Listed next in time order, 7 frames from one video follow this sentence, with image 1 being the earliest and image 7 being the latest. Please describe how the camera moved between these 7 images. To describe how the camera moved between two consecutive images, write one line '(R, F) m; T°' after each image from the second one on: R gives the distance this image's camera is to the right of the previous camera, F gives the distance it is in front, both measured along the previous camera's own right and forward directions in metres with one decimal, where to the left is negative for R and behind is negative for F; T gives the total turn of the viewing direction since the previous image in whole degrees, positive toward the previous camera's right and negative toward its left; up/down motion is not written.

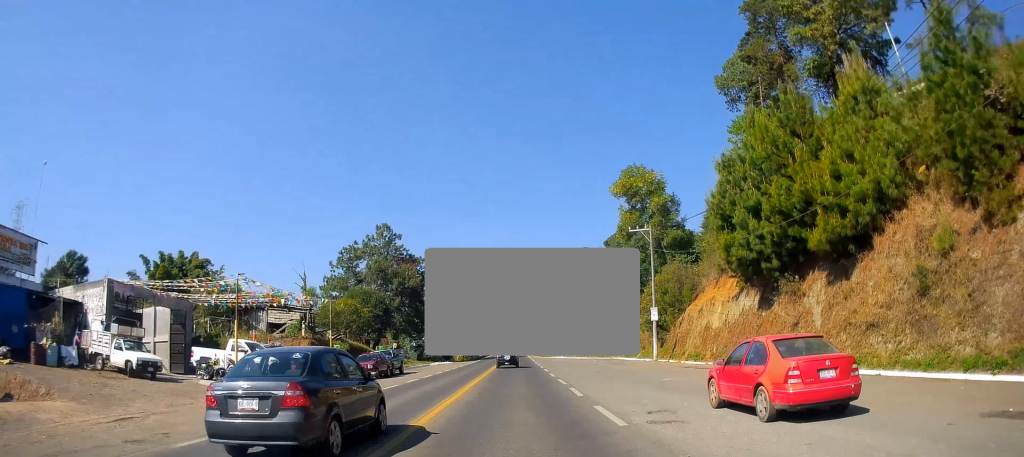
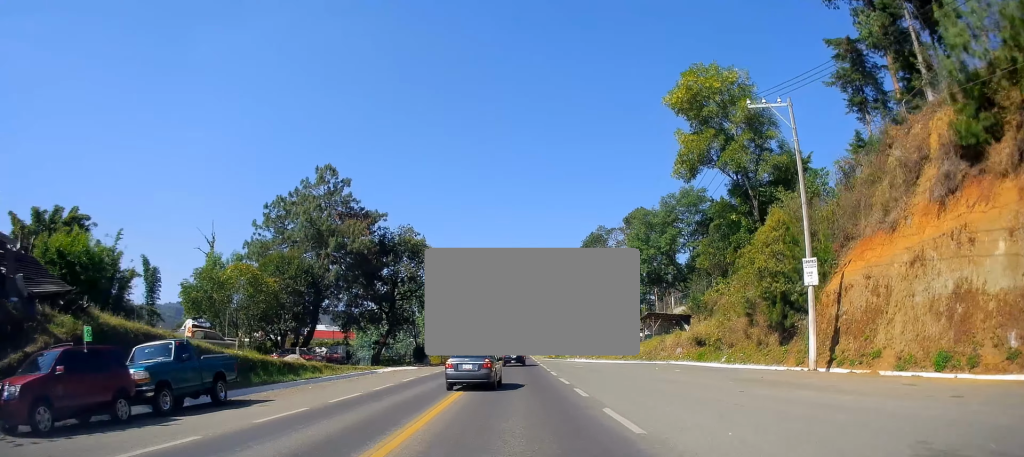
(0.0, +27.3) m; 0°
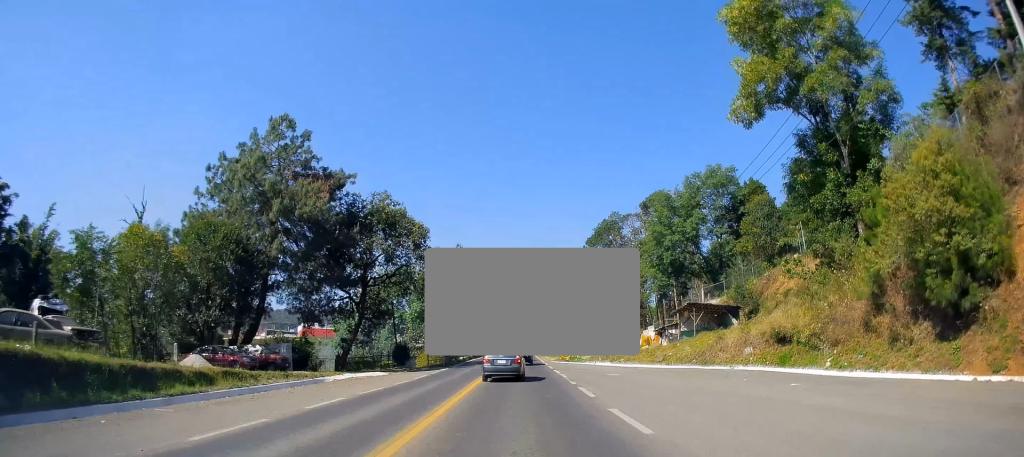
(0.0, +13.7) m; 0°
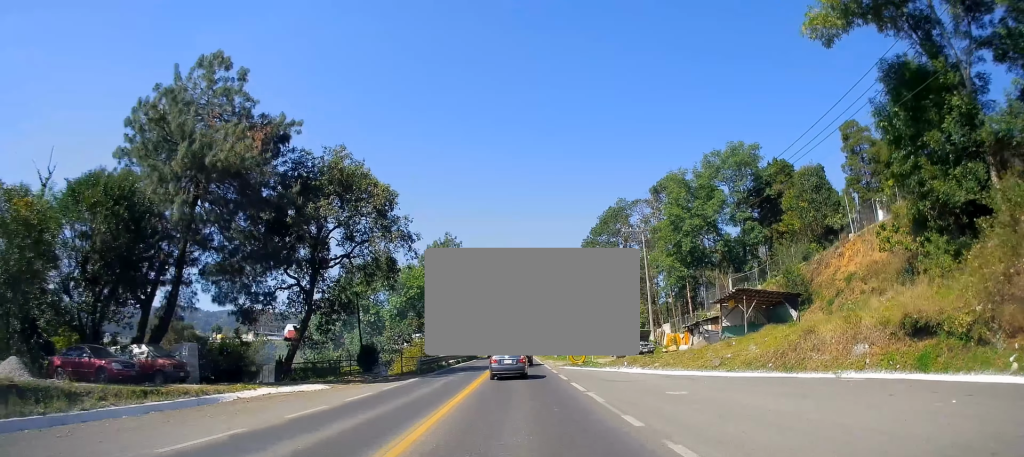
(0.0, +11.6) m; 0°
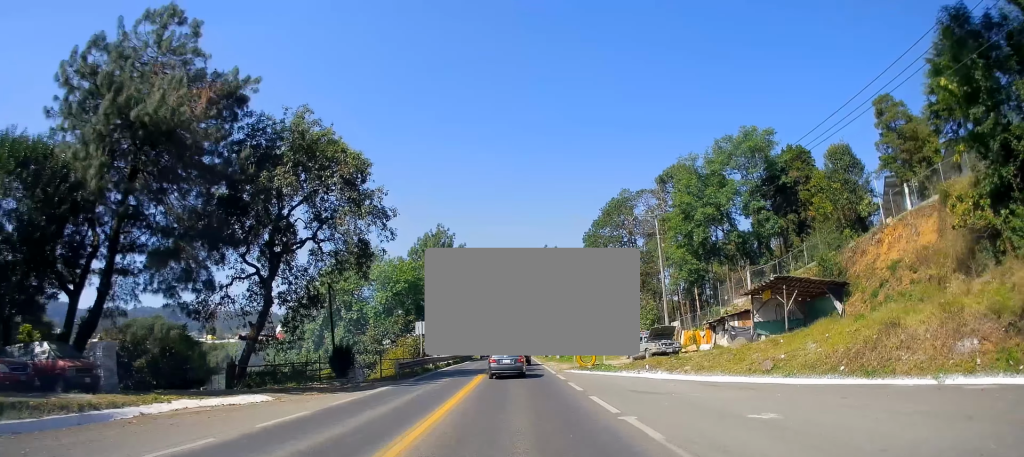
(0.0, +6.3) m; 0°
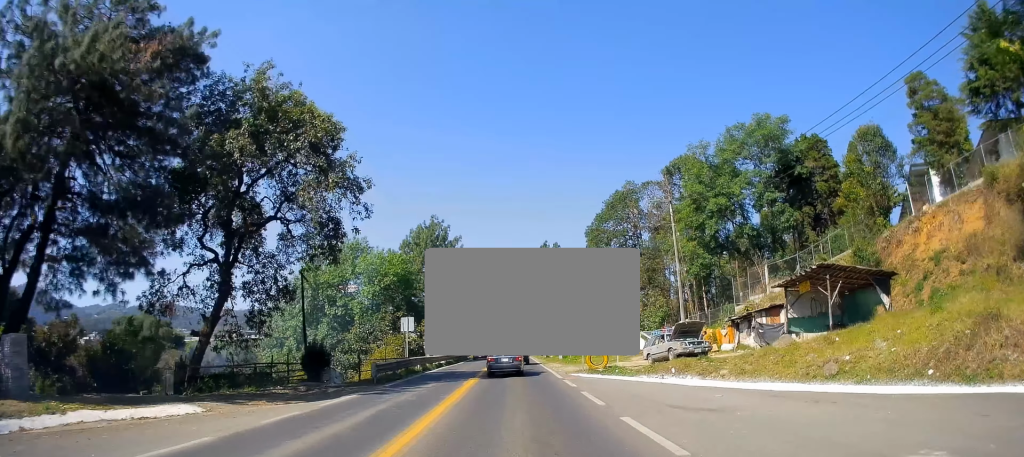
(0.0, +5.2) m; 0°
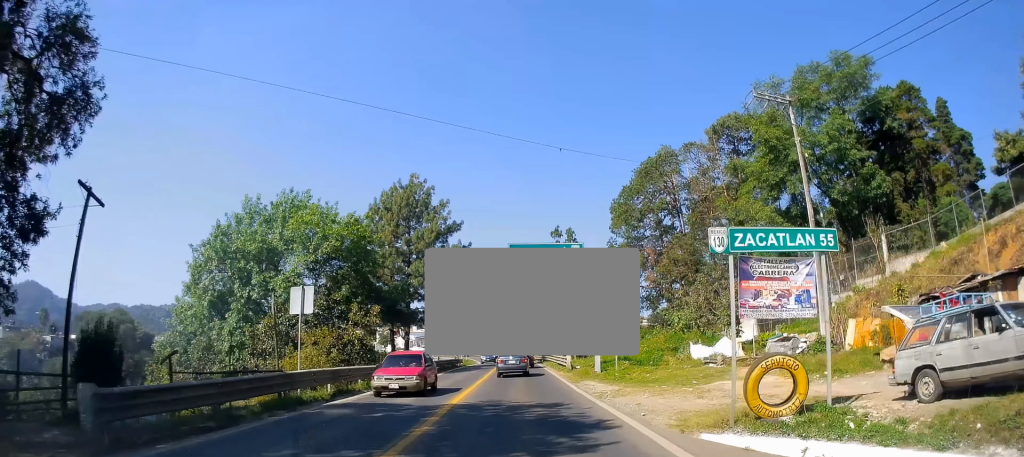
(0.0, +19.6) m; 0°
